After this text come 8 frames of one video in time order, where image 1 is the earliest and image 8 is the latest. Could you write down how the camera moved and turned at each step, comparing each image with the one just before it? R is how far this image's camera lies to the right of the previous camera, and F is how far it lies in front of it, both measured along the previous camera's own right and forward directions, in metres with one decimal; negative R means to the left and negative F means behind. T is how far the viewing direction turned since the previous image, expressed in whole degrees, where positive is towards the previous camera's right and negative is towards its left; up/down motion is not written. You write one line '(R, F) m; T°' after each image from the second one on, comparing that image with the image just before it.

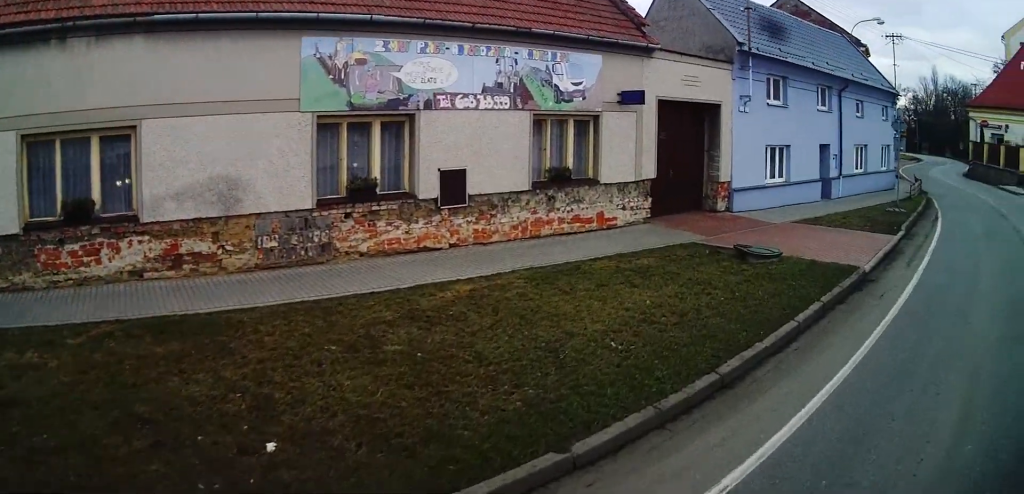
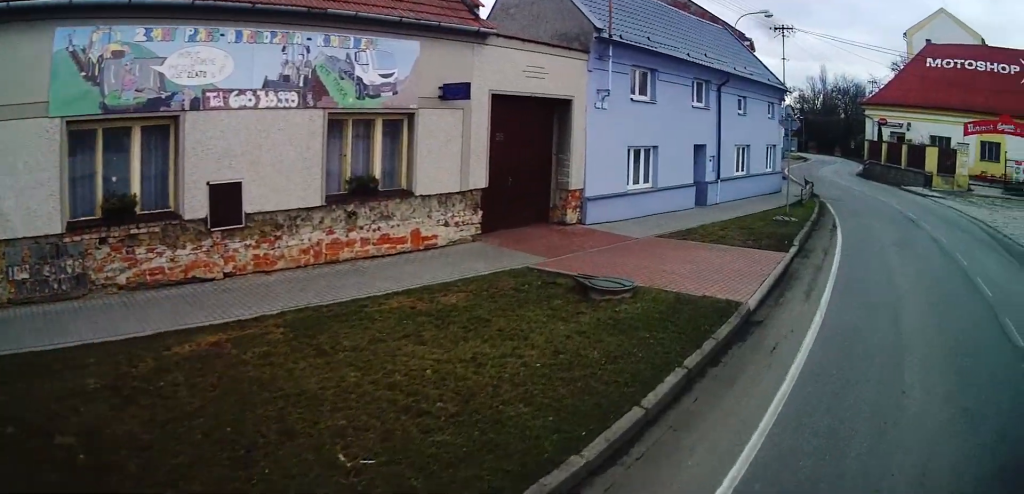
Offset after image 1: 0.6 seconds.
(+0.2, +1.7) m; +12°
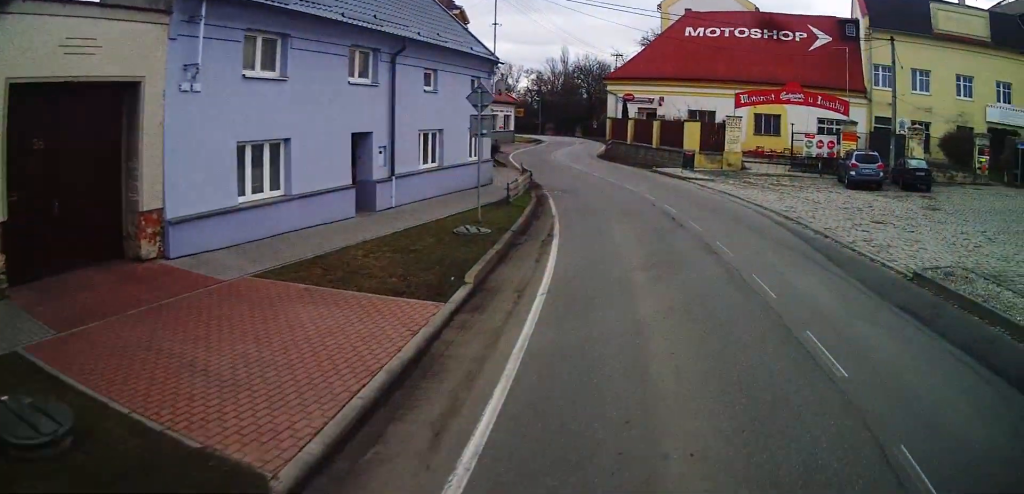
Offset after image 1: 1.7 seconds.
(+0.4, +3.8) m; +7°
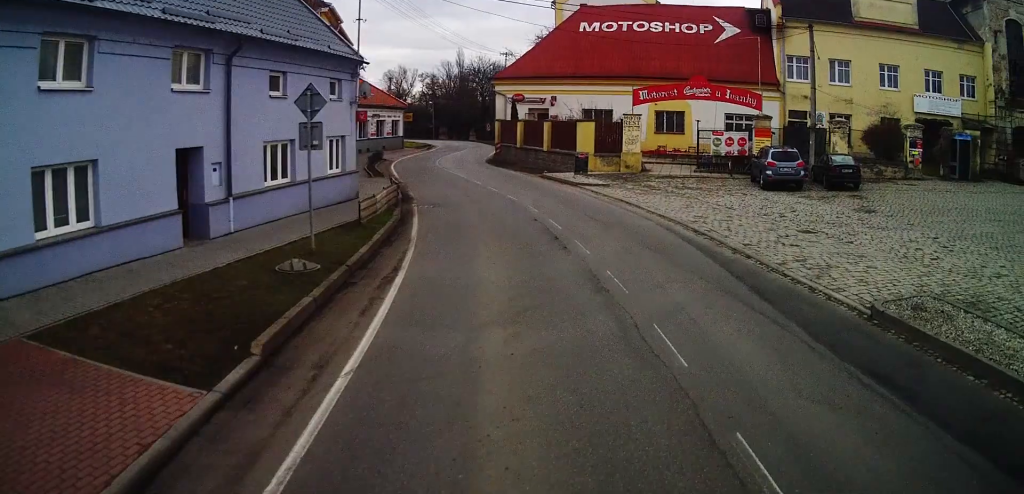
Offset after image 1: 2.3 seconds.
(0.0, +2.1) m; +1°
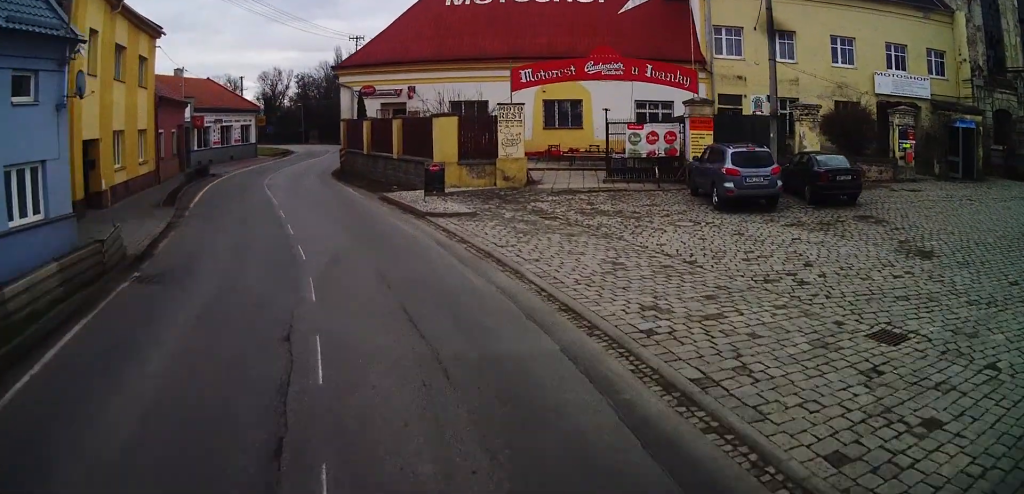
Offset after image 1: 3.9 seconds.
(+1.2, +8.1) m; +16°
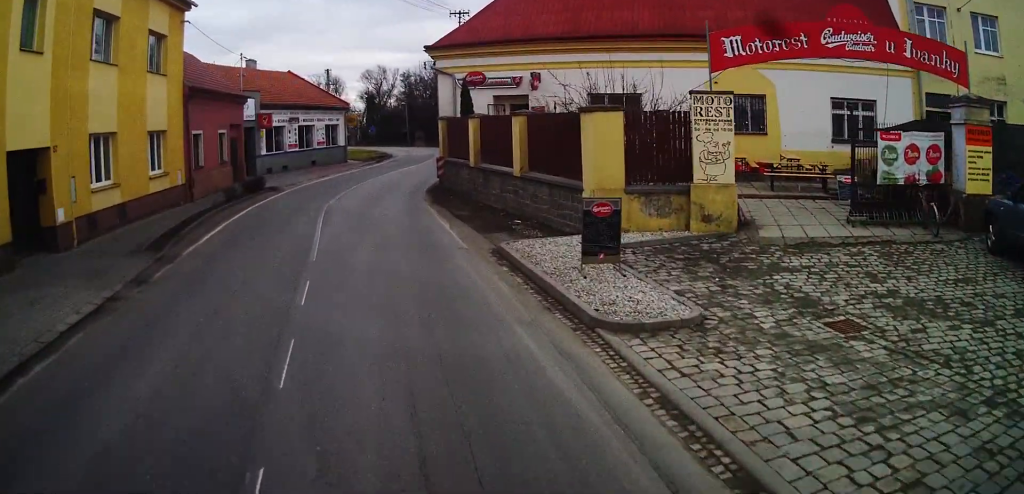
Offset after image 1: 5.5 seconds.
(+0.7, +9.9) m; -9°
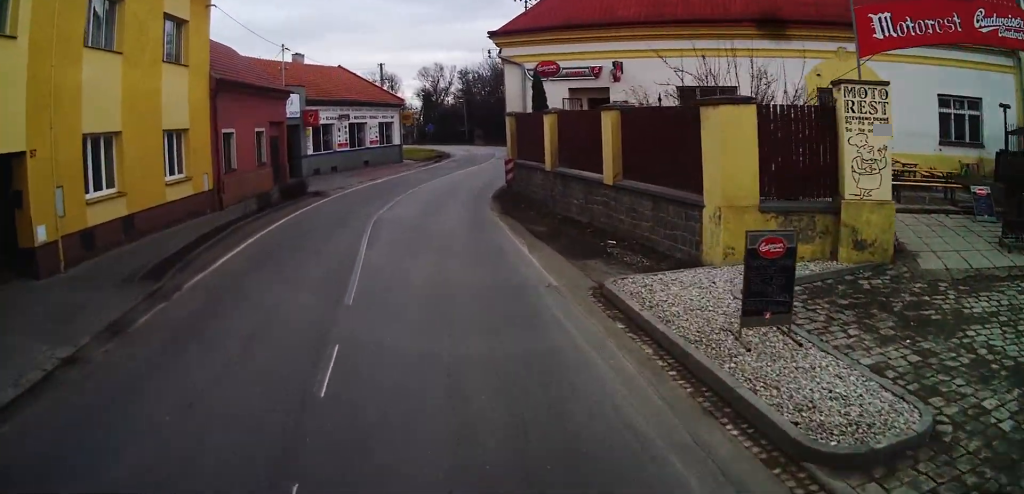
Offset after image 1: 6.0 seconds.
(-0.7, +3.1) m; -7°
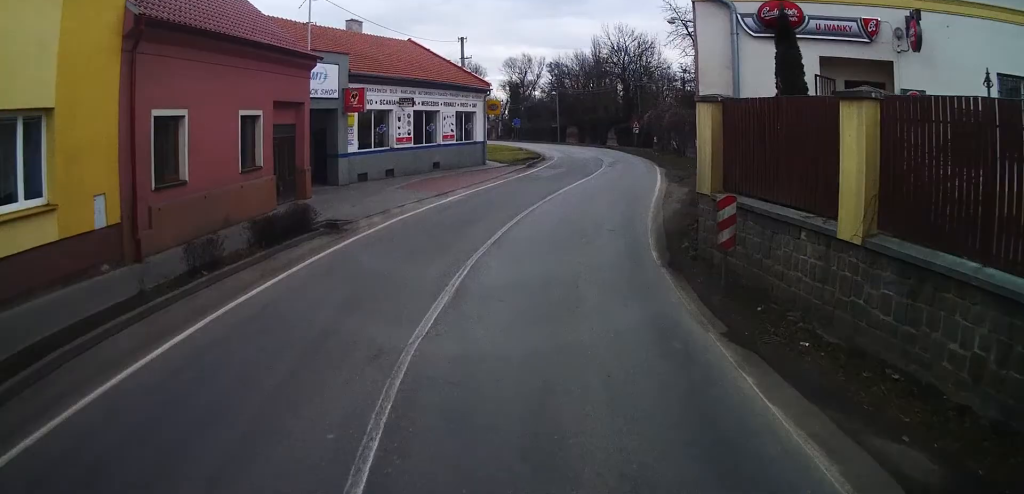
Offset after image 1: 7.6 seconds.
(-1.5, +10.7) m; -9°
